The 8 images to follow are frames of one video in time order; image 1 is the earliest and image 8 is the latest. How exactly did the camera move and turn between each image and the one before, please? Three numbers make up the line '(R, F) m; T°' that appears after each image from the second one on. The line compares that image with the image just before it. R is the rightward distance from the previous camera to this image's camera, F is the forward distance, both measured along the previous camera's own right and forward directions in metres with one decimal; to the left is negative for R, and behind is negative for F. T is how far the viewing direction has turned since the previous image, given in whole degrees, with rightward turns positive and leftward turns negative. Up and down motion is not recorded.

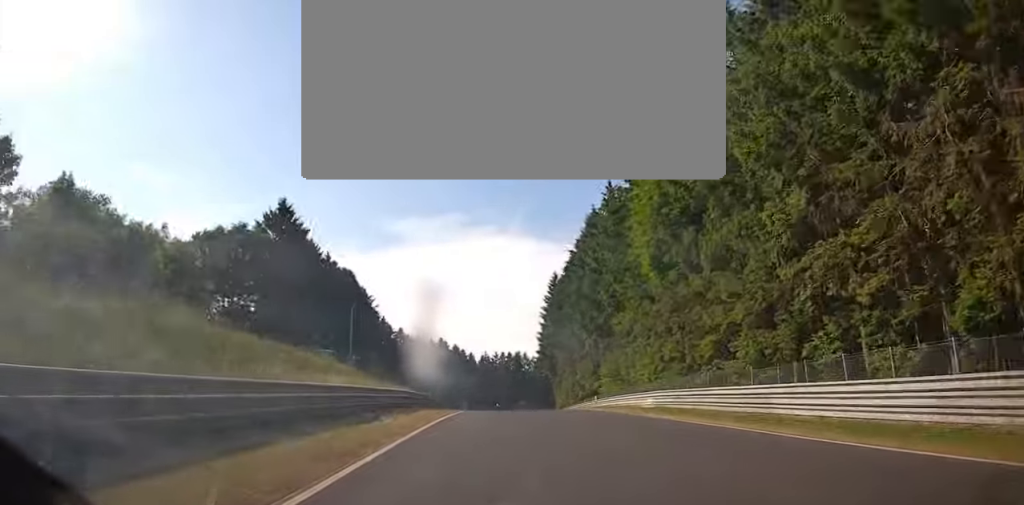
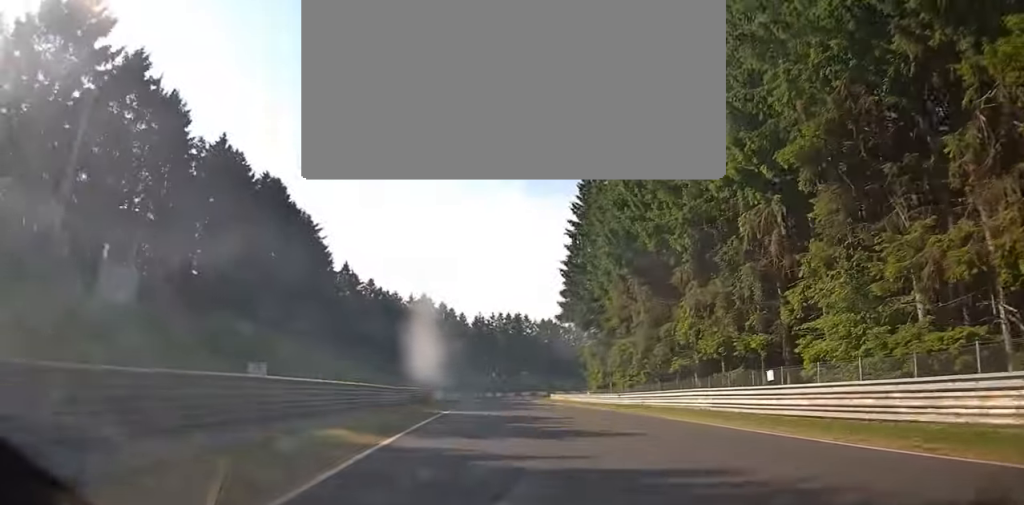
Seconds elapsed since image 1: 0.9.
(+1.8, +37.2) m; +3°
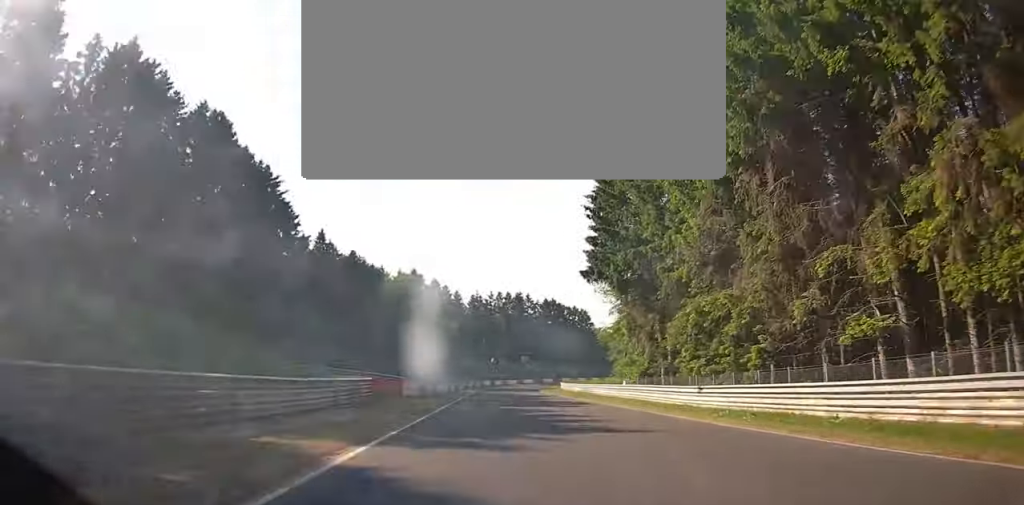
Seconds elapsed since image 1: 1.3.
(0.0, +16.2) m; +2°
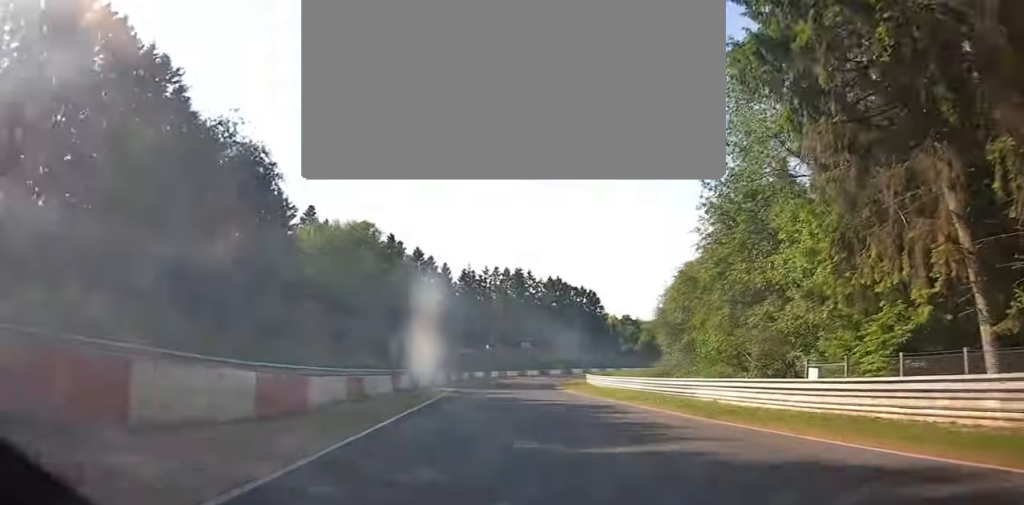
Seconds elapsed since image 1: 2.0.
(-0.1, +25.7) m; +3°
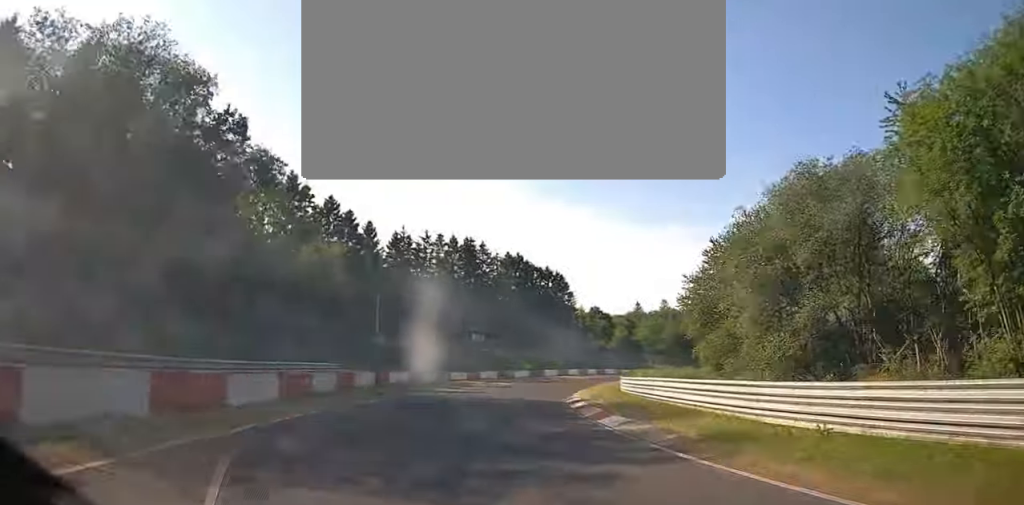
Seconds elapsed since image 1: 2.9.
(+1.9, +33.7) m; +7°
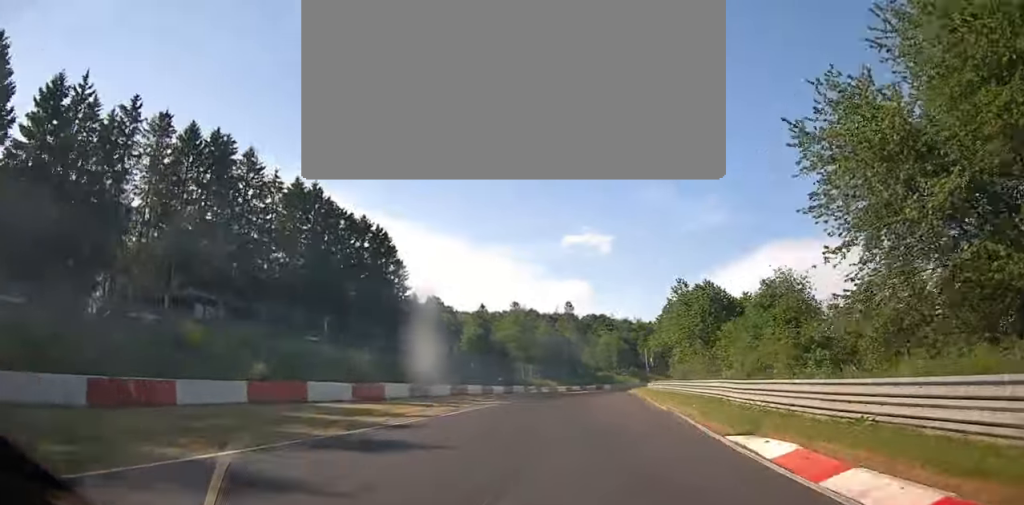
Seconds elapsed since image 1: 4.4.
(+7.5, +52.9) m; +15°
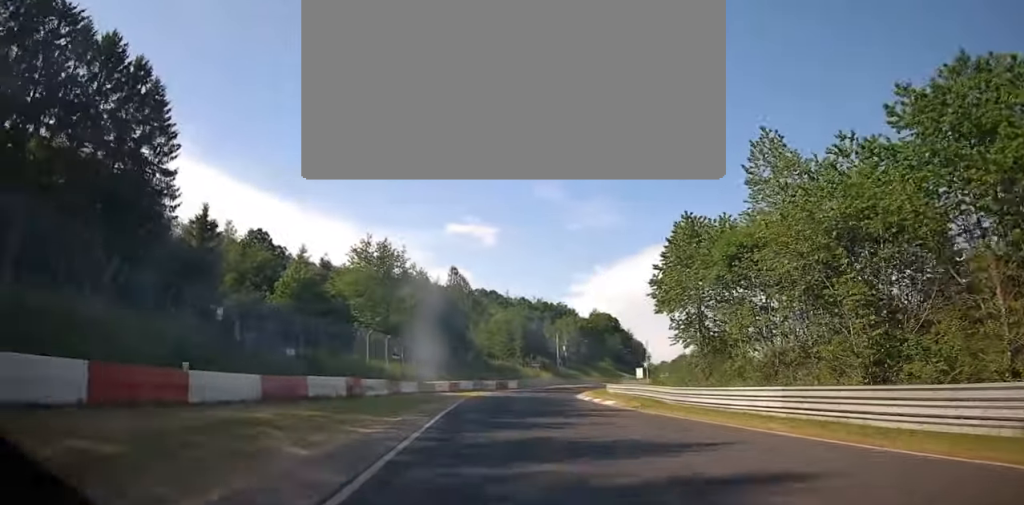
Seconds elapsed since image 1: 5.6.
(+4.0, +42.5) m; +11°
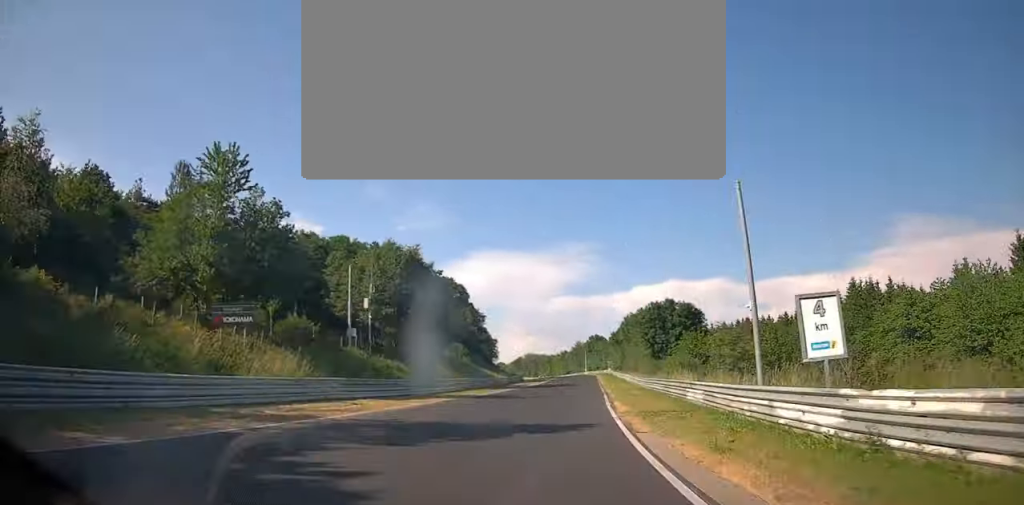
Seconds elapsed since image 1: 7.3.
(+10.6, +66.6) m; +16°
